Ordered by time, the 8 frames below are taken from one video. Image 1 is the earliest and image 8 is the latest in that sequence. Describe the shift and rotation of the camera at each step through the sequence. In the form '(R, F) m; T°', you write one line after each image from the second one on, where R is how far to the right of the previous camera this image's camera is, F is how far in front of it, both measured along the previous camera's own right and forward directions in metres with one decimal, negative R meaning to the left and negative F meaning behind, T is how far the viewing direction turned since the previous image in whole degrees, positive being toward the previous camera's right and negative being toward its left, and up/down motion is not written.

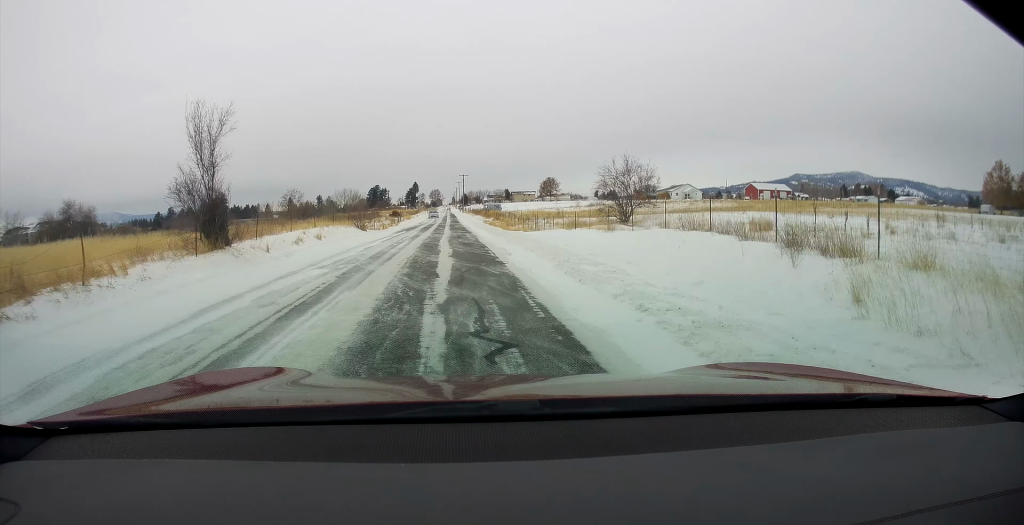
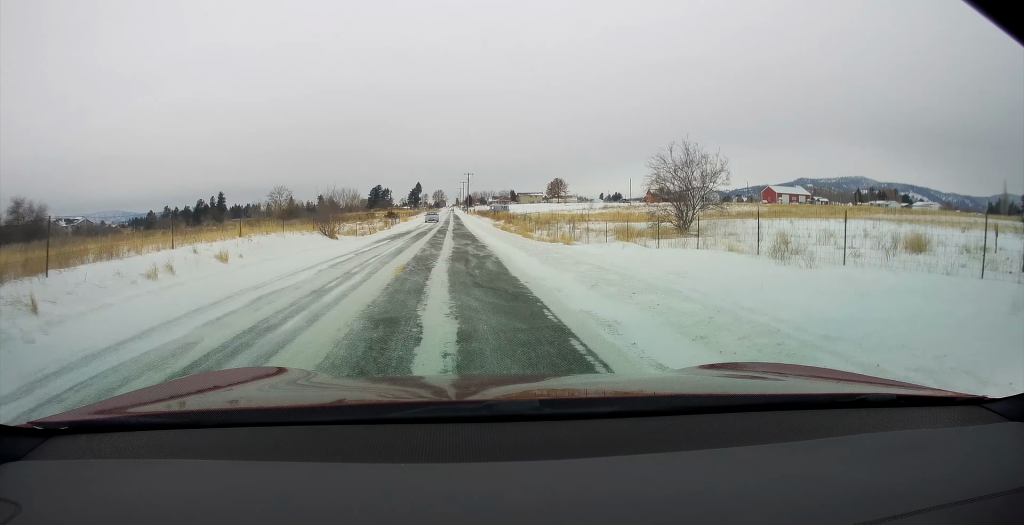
(0.0, +12.9) m; 0°
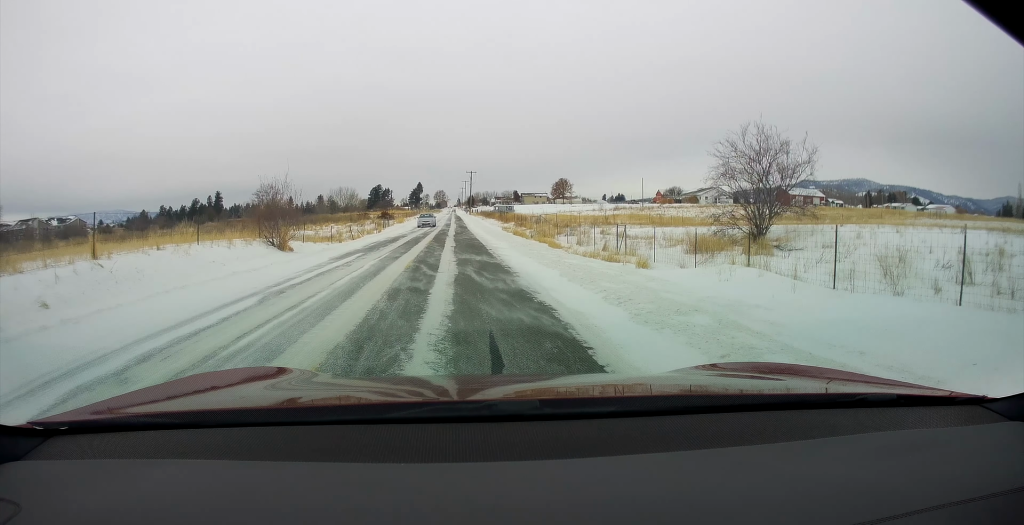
(0.0, +9.9) m; 0°
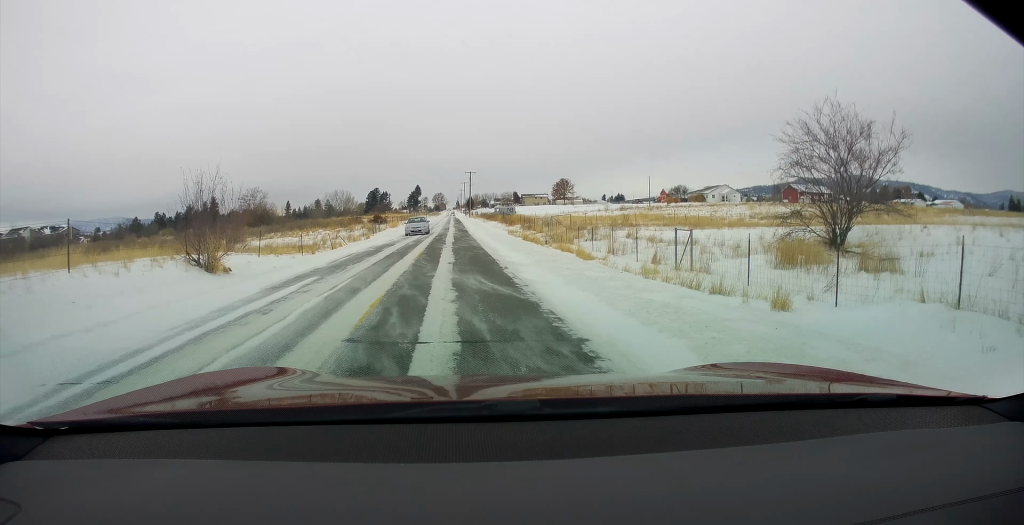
(0.0, +6.9) m; 0°
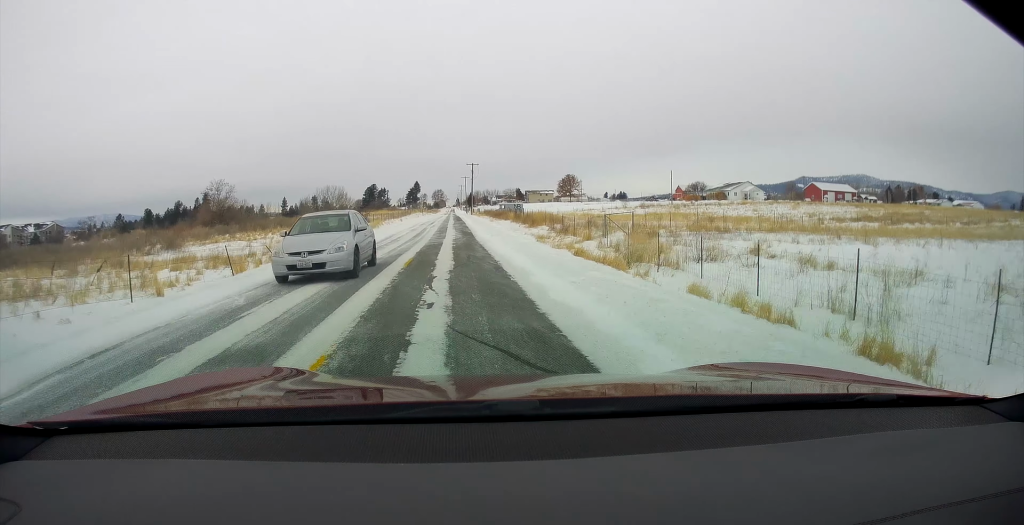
(0.0, +16.9) m; 0°
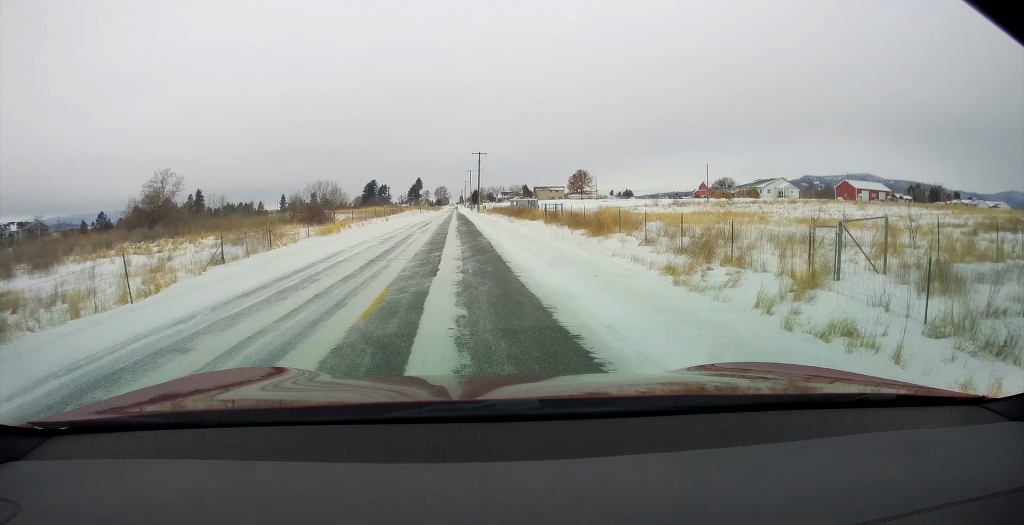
(0.0, +19.0) m; 0°
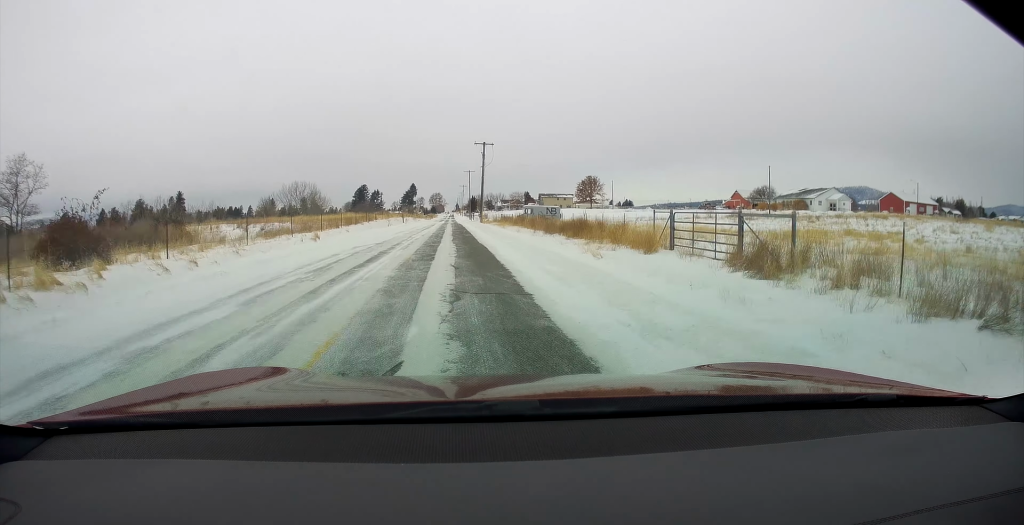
(0.0, +27.7) m; 0°
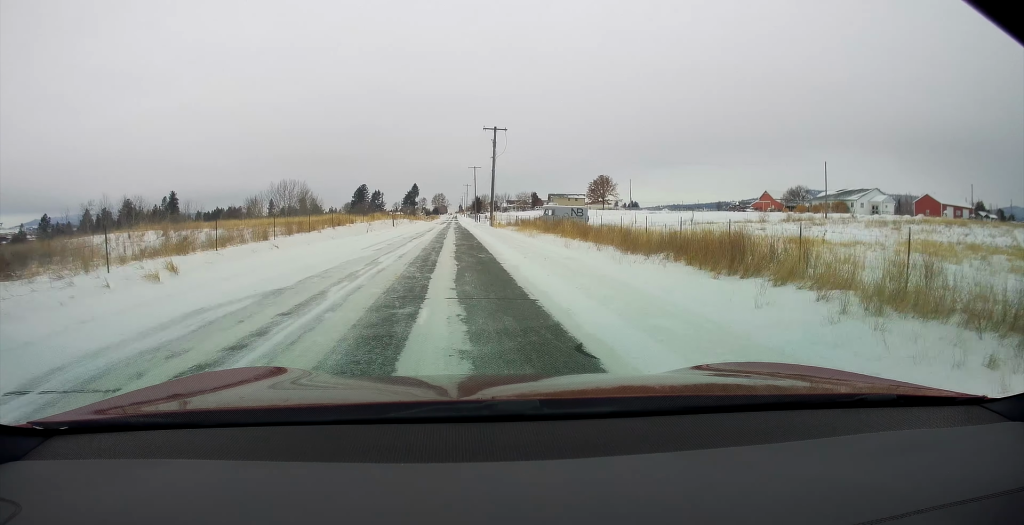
(0.0, +16.3) m; 0°
